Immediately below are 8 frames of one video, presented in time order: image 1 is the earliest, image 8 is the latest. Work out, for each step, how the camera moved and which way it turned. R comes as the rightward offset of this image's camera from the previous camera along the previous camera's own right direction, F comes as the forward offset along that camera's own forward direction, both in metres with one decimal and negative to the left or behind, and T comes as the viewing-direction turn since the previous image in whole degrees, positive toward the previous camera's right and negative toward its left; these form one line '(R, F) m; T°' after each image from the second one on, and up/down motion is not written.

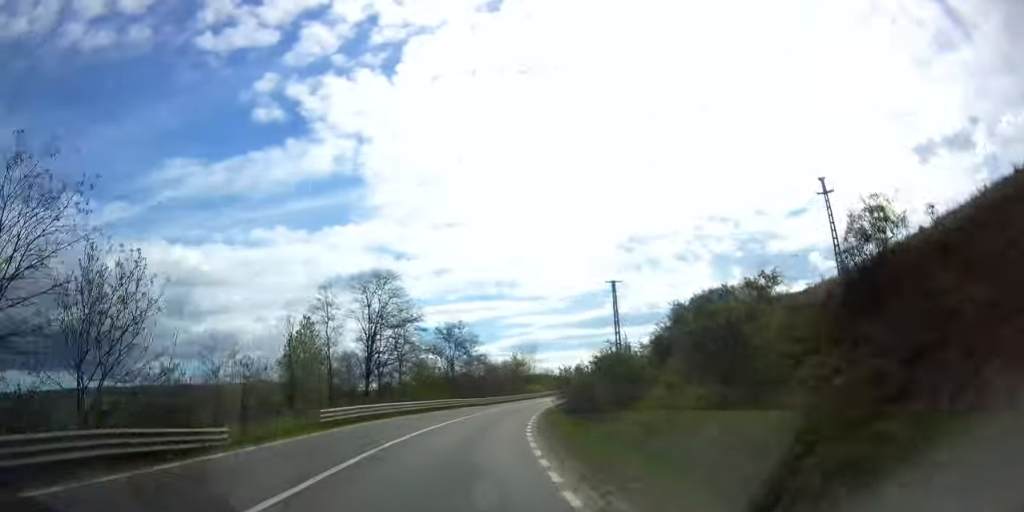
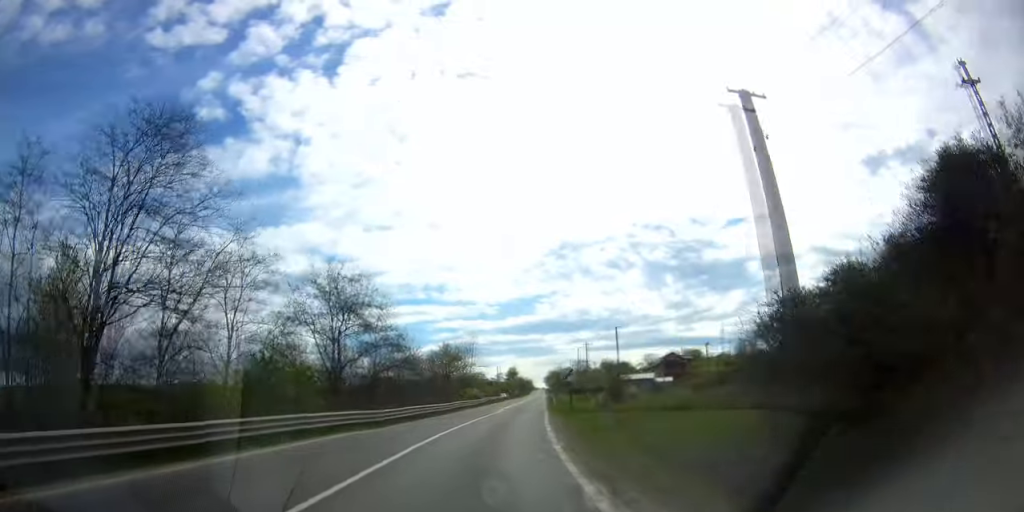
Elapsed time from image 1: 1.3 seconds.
(+1.6, +29.9) m; +8°
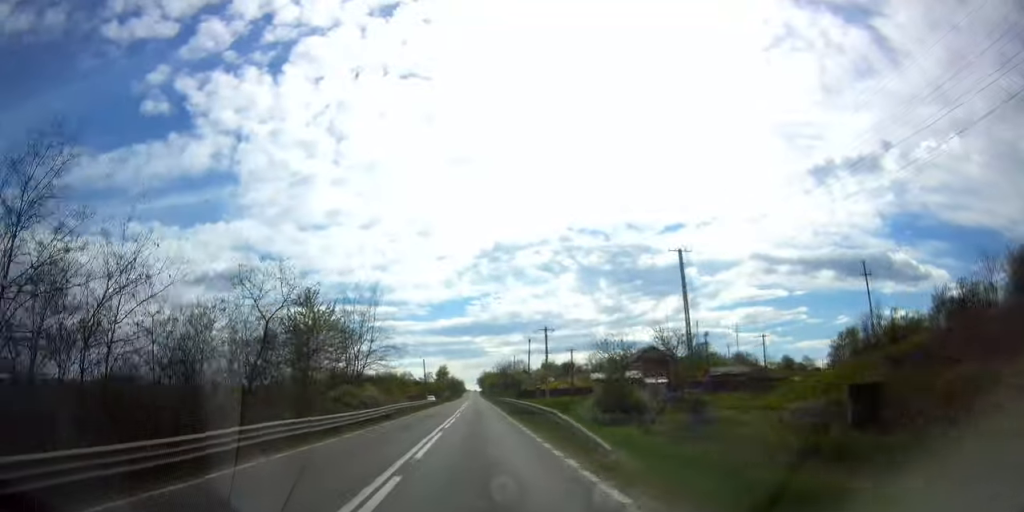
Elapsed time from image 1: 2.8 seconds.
(+3.7, +36.1) m; +10°
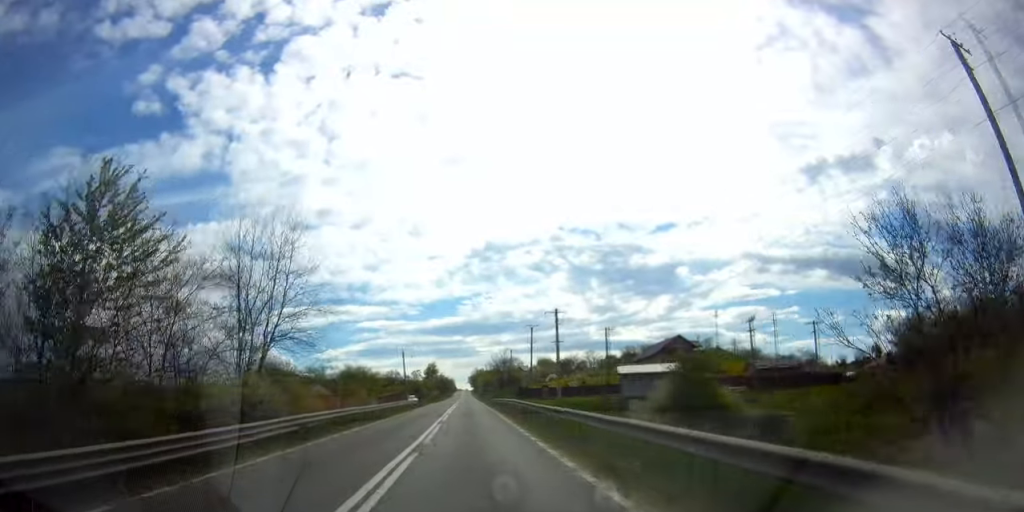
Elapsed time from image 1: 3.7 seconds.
(+0.7, +20.5) m; +4°
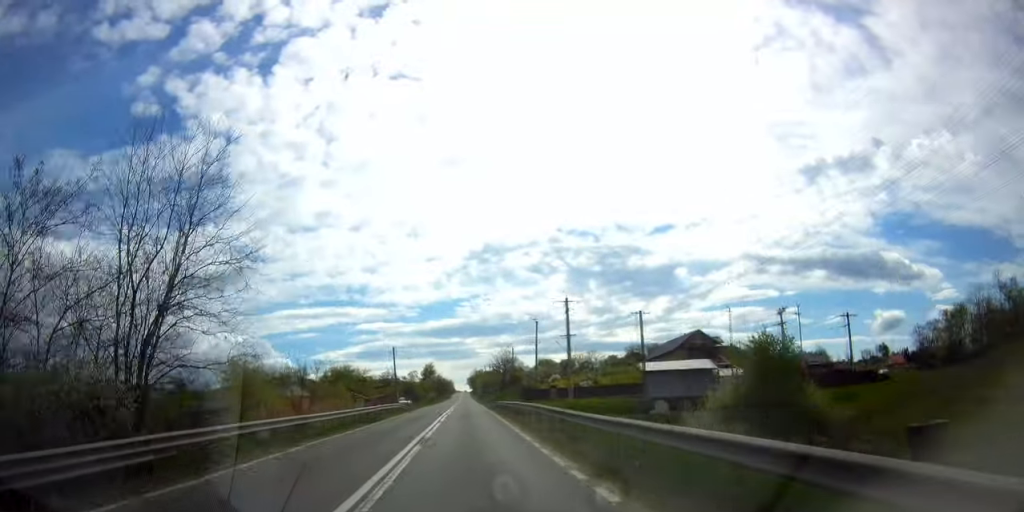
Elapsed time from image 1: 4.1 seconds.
(+0.1, +9.4) m; +2°
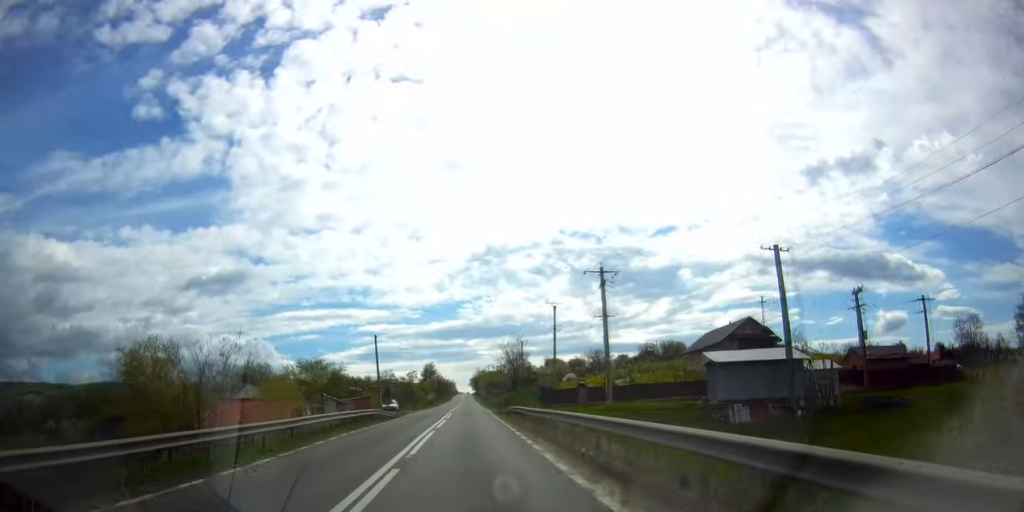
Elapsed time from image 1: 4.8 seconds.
(+0.4, +17.0) m; +2°
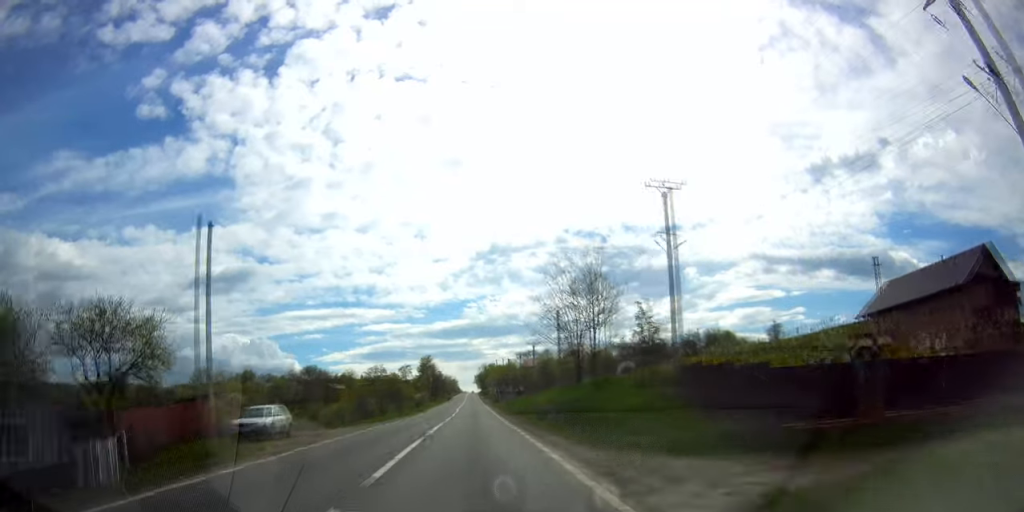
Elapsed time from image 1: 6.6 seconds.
(+0.6, +42.3) m; +1°
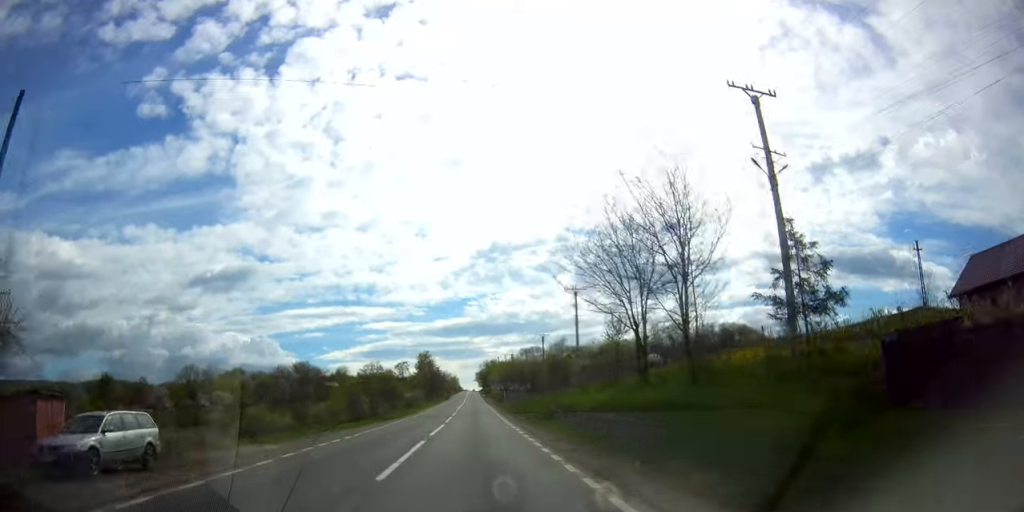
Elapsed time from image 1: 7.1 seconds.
(+0.3, +11.7) m; 0°
